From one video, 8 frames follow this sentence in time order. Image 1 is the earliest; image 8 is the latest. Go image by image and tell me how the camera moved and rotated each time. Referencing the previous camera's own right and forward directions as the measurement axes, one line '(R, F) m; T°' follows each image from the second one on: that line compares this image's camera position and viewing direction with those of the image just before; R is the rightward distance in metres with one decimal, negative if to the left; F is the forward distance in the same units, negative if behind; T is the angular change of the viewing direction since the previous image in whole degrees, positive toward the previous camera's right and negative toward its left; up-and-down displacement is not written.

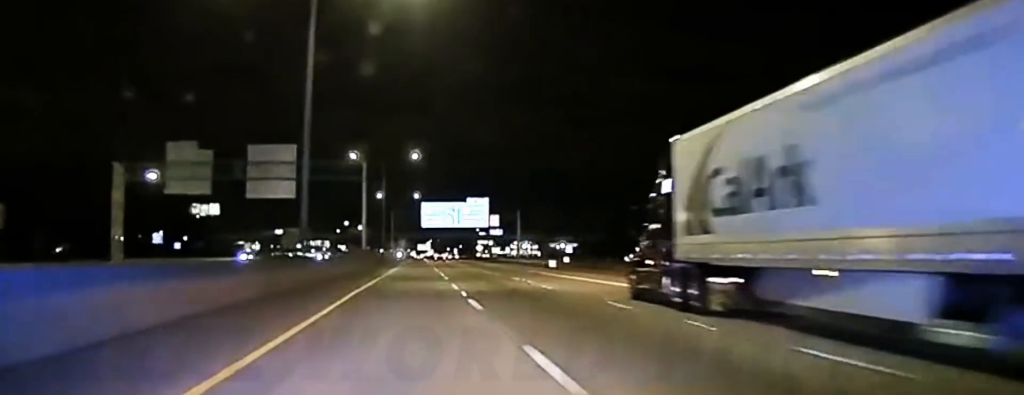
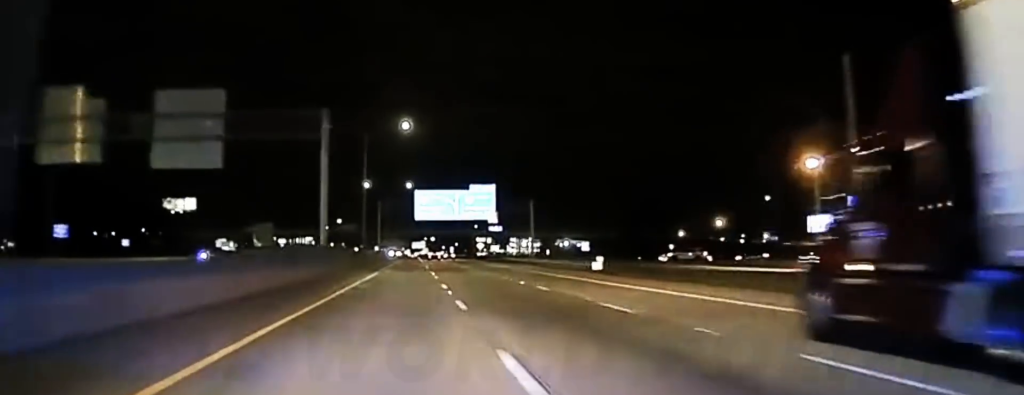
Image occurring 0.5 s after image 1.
(0.0, +23.5) m; 0°
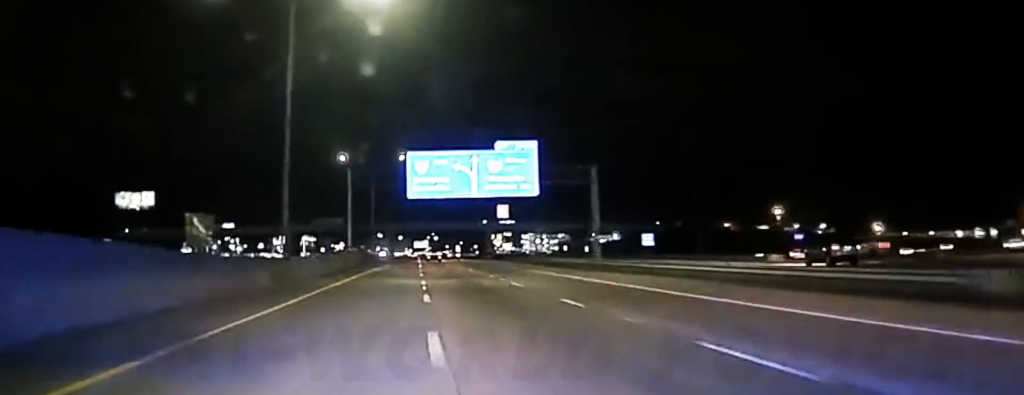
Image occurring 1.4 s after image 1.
(-0.3, +41.0) m; -1°
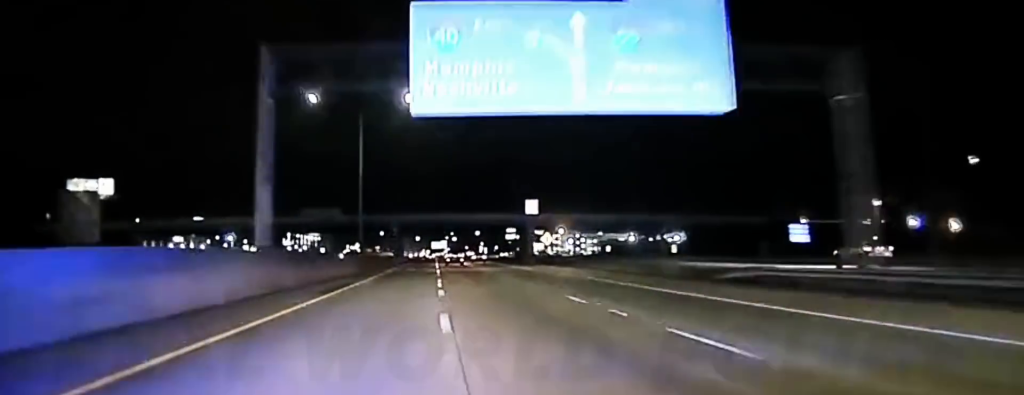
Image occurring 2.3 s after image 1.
(-0.2, +39.8) m; 0°
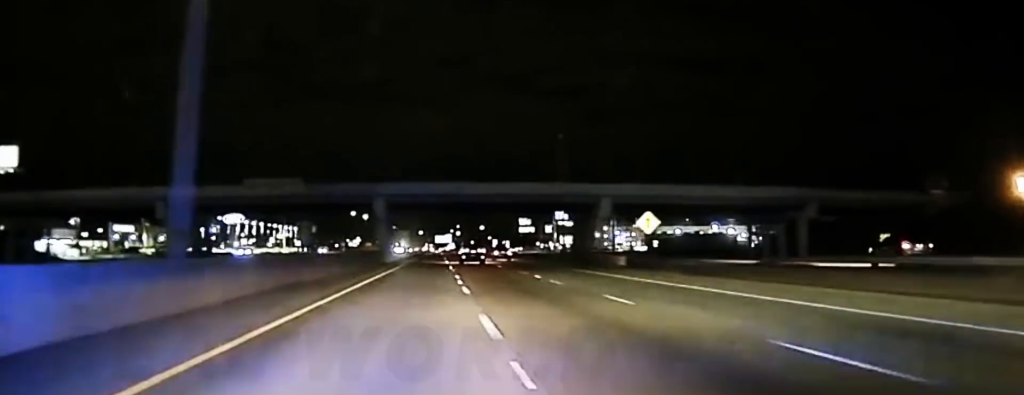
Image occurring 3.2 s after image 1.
(-0.2, +51.1) m; 0°
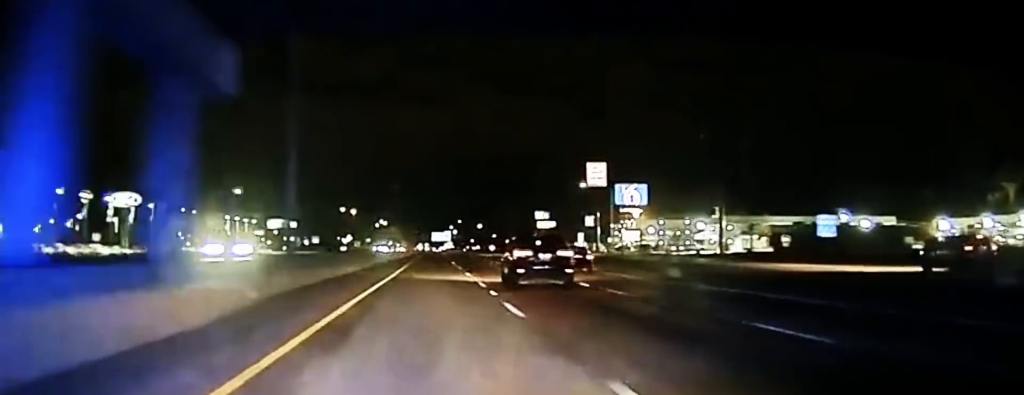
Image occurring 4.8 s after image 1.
(+0.2, +90.2) m; +1°
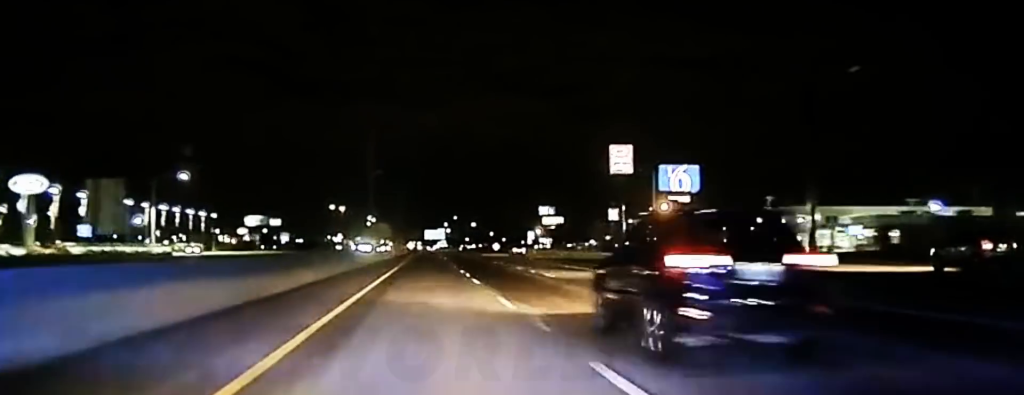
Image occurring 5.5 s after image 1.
(+0.1, +37.6) m; 0°
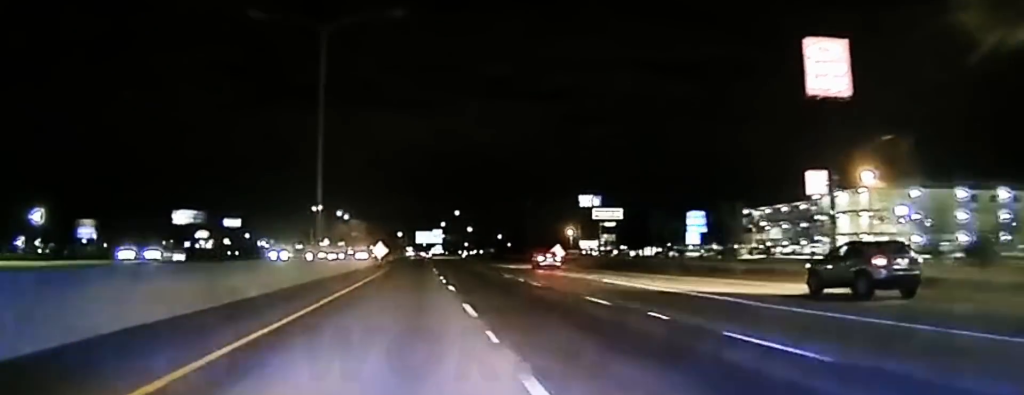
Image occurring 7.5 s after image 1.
(0.0, +103.5) m; 0°
